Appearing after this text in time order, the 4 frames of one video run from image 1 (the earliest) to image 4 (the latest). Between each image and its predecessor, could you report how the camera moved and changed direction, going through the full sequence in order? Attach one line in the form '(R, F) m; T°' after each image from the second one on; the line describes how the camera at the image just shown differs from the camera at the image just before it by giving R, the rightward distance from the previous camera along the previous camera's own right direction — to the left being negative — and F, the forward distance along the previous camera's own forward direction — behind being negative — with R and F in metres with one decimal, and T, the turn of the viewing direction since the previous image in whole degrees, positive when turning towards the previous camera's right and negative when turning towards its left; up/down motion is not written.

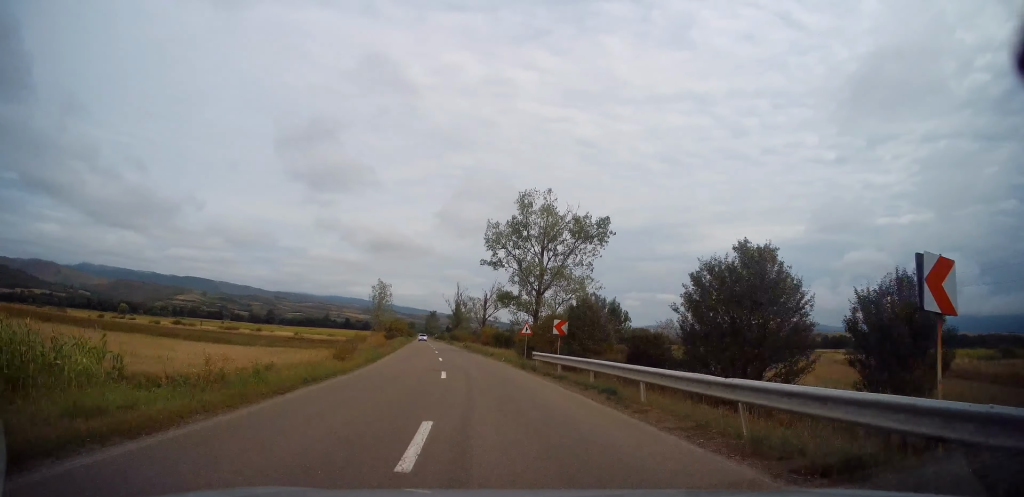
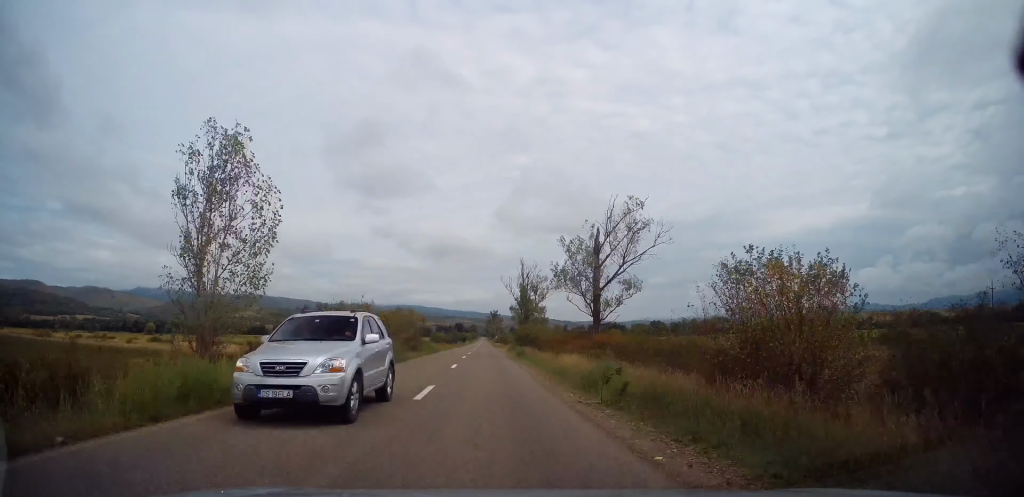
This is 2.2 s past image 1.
(-4.6, +52.5) m; -8°
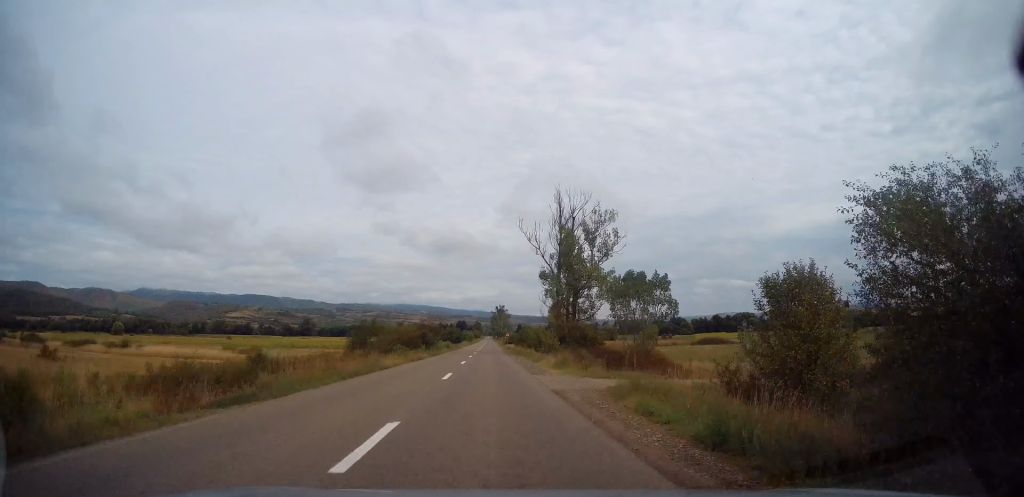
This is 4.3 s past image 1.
(-0.4, +52.5) m; -1°
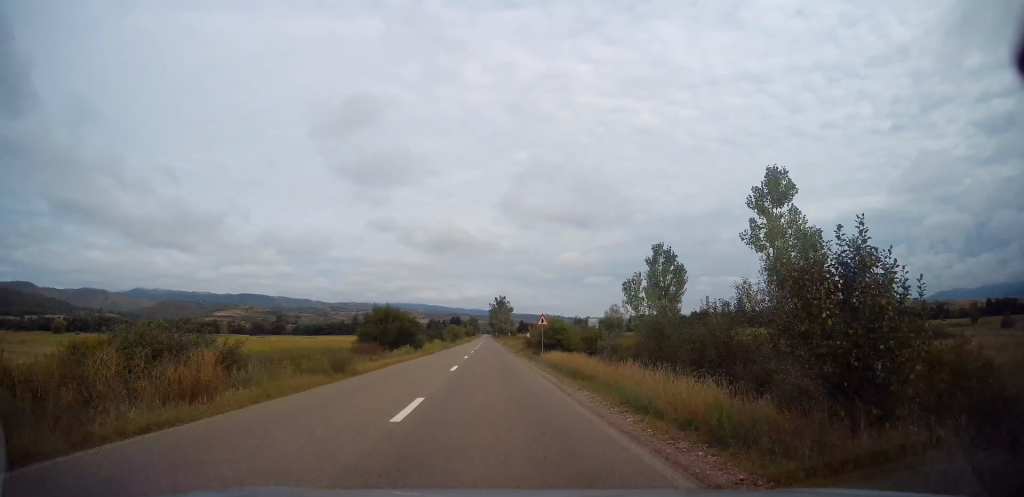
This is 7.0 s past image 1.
(+0.1, +67.6) m; +1°
